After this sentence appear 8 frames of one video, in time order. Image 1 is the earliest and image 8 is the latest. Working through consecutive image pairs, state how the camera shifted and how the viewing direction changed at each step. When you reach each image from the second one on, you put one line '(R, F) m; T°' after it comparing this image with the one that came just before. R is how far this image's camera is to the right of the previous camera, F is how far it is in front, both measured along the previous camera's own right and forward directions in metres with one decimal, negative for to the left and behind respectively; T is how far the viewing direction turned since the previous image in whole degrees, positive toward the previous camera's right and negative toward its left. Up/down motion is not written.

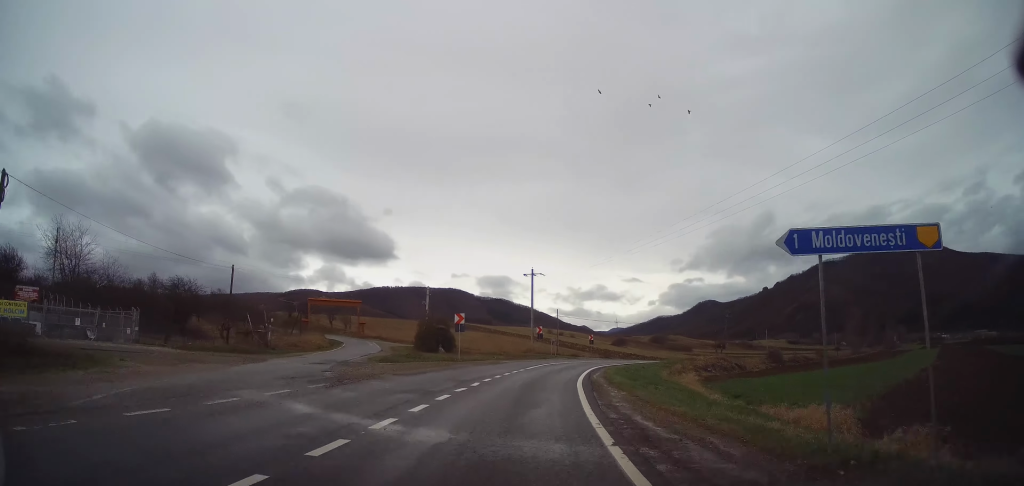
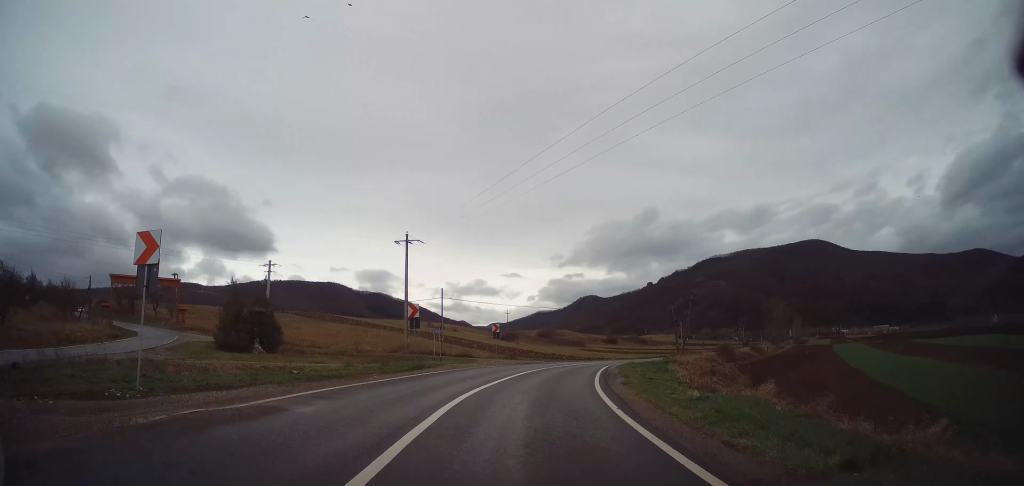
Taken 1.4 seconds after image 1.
(+1.8, +25.3) m; +11°
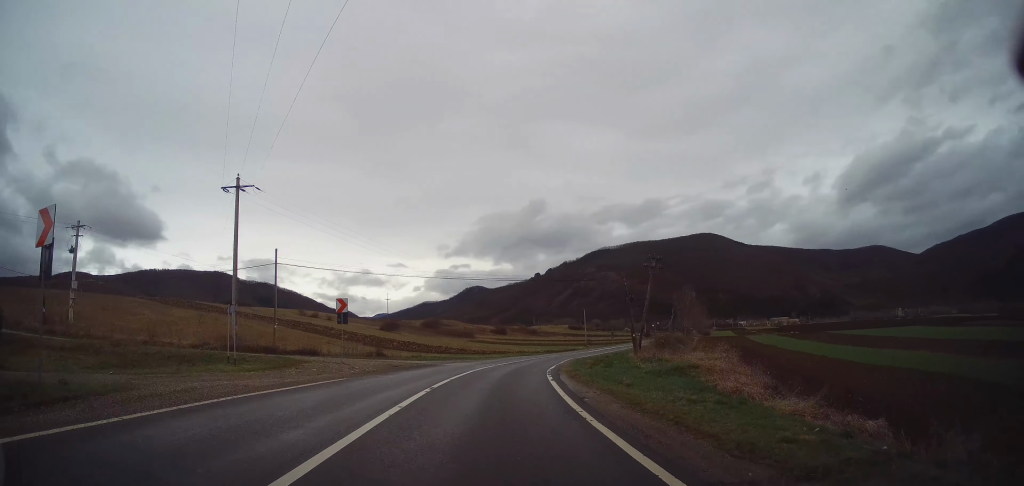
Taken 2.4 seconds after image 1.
(+1.7, +19.1) m; +11°
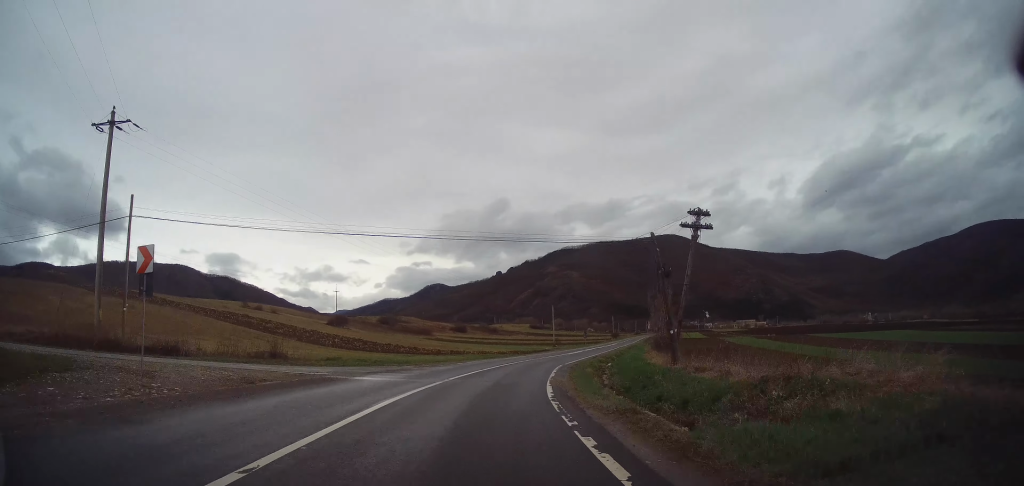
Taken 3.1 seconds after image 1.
(+1.1, +13.3) m; +7°
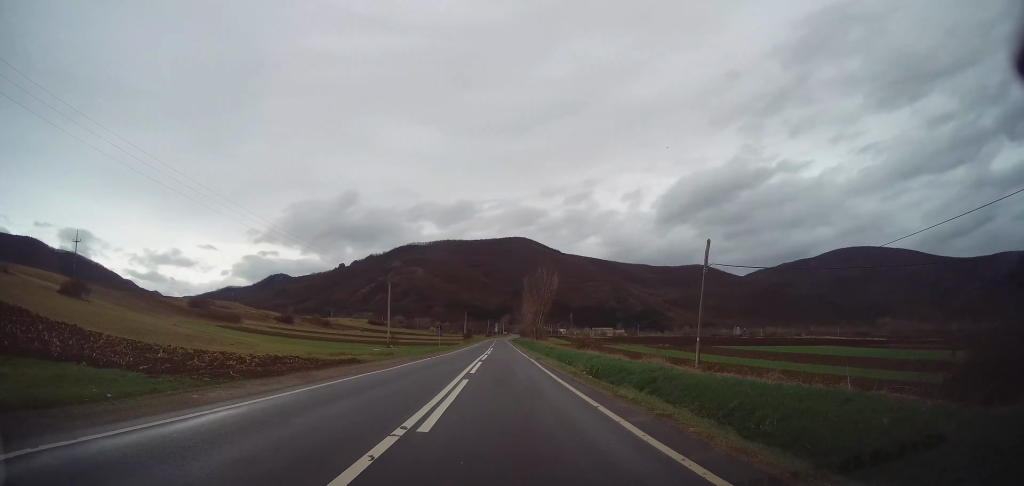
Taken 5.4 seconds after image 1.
(+7.3, +44.6) m; +15°
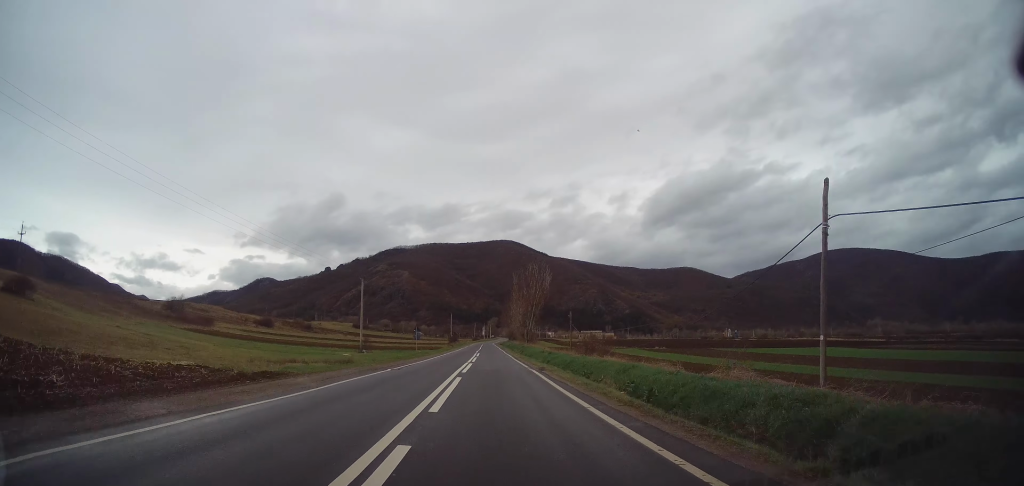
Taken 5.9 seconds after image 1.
(+0.2, +9.8) m; +1°
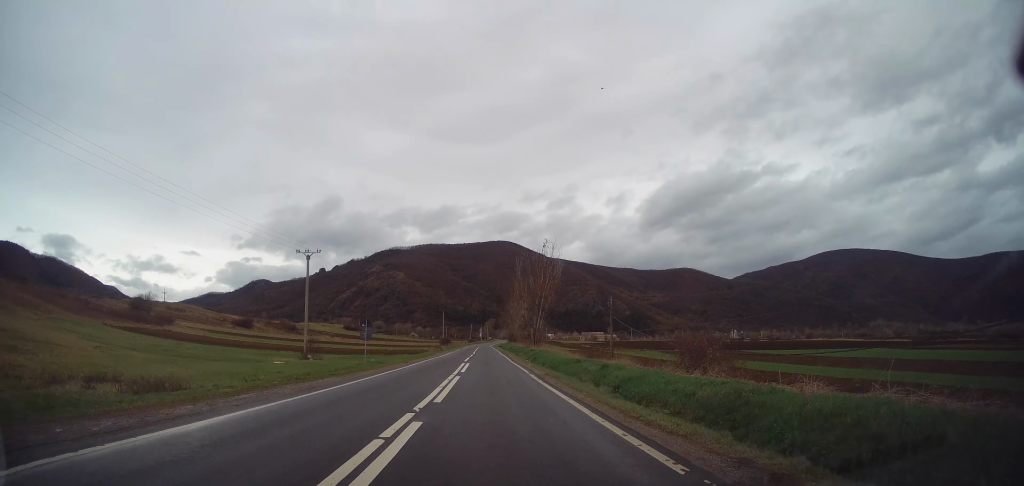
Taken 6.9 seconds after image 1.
(+0.5, +21.4) m; +3°
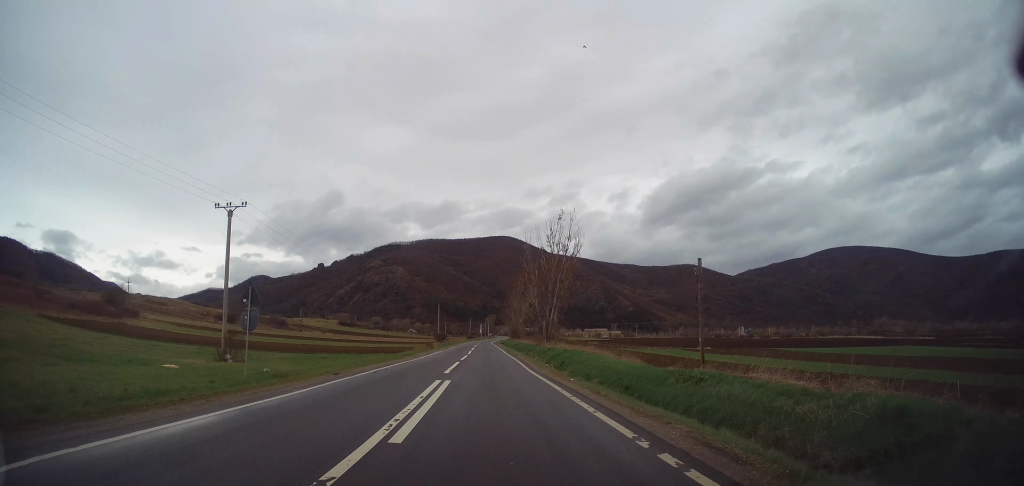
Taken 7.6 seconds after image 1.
(+0.3, +16.8) m; +1°
